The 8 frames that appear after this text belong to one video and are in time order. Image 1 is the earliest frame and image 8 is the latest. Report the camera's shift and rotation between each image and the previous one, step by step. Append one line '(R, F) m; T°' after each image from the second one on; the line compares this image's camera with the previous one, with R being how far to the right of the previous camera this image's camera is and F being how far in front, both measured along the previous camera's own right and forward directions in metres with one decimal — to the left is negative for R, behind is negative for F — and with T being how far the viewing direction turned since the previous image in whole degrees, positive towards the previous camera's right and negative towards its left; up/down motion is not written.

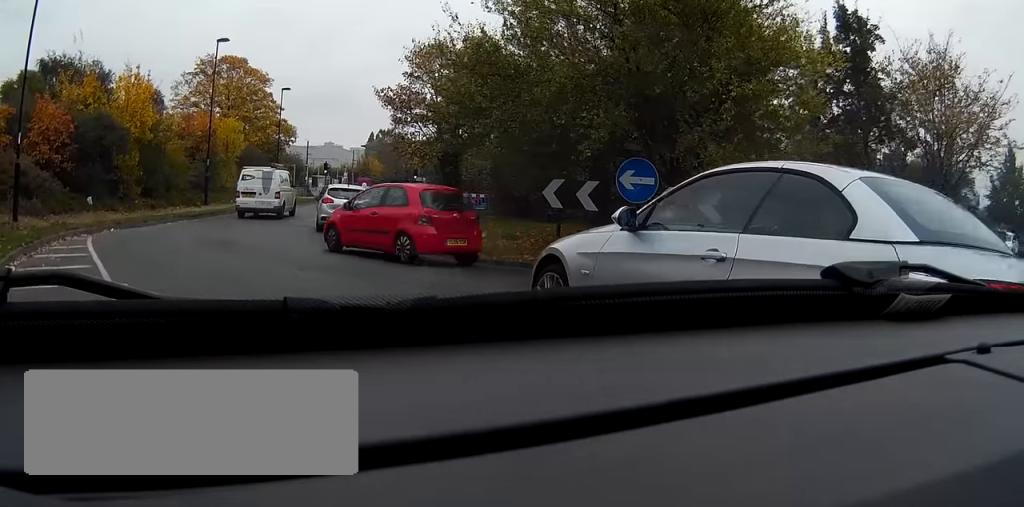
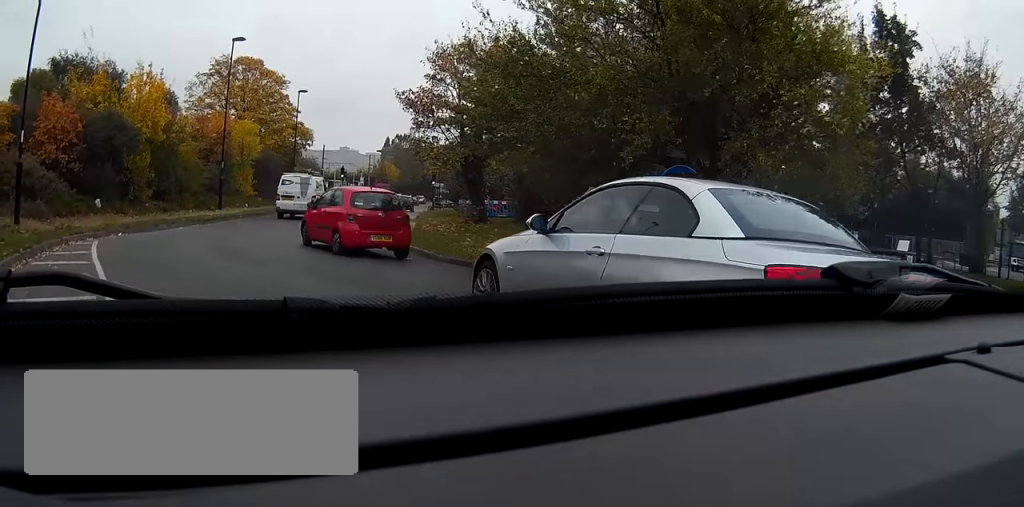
(0.0, +1.2) m; -3°
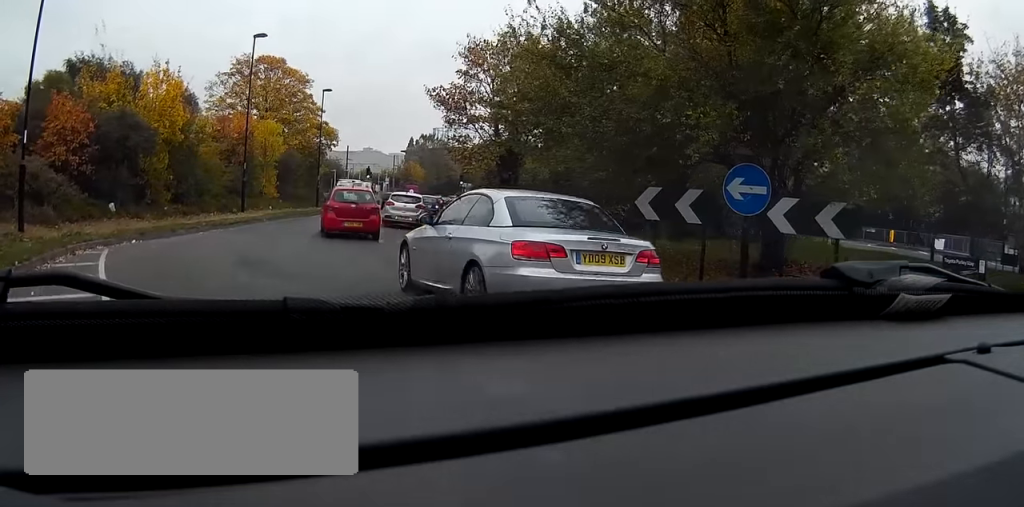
(-0.2, +1.7) m; -5°
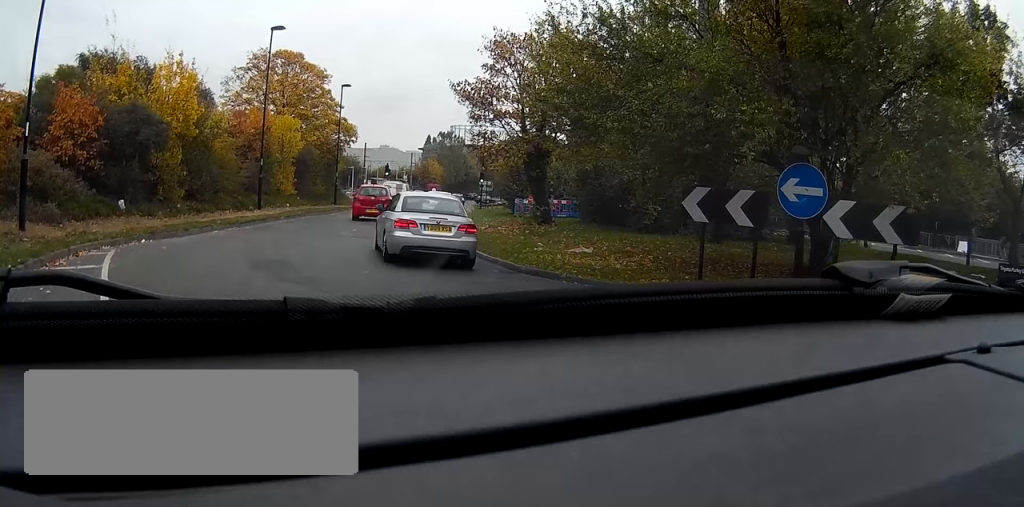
(0.0, +1.4) m; -1°
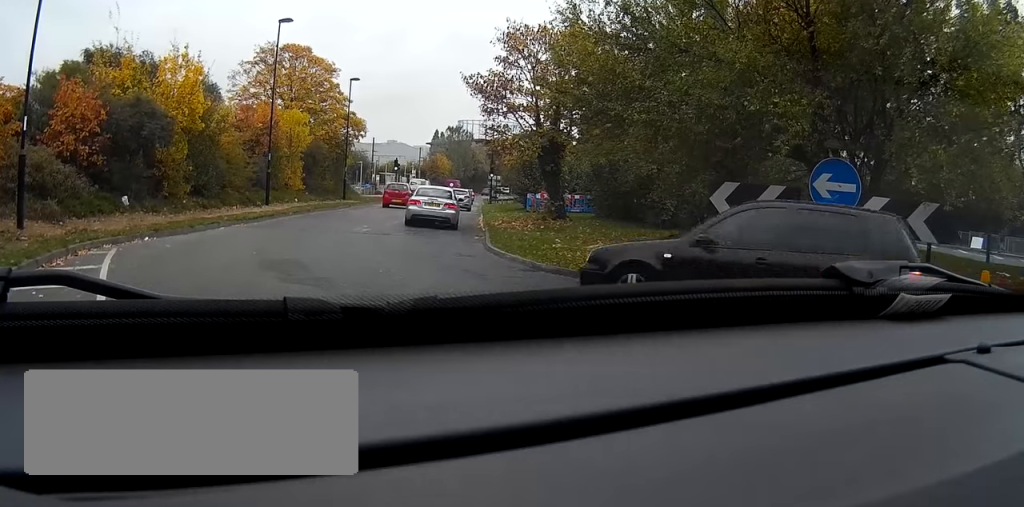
(0.0, +0.9) m; 0°
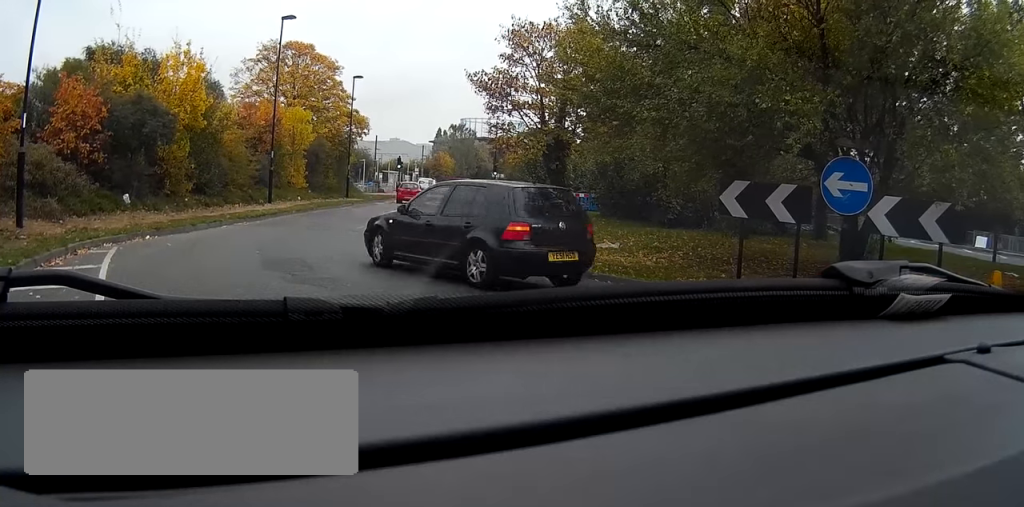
(0.0, +0.4) m; 0°
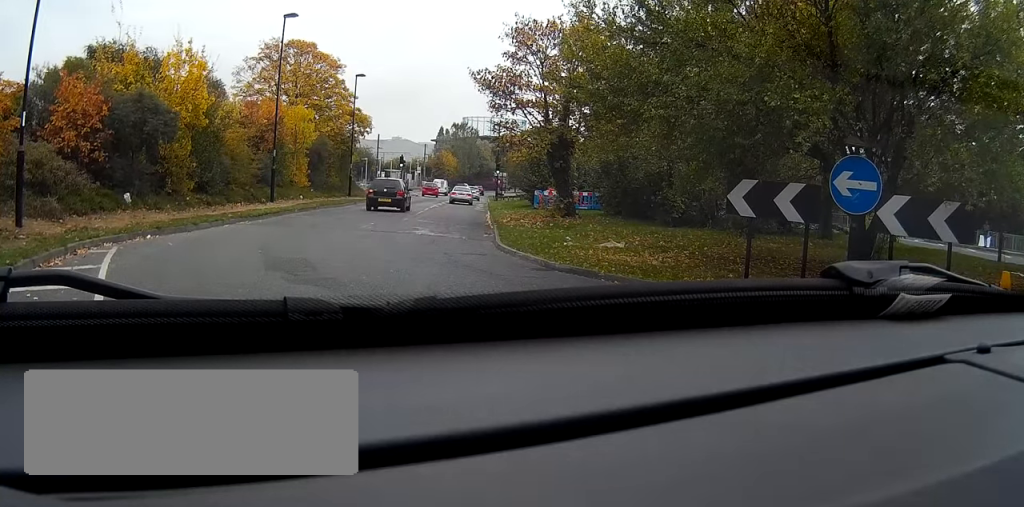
(0.0, +0.6) m; 0°
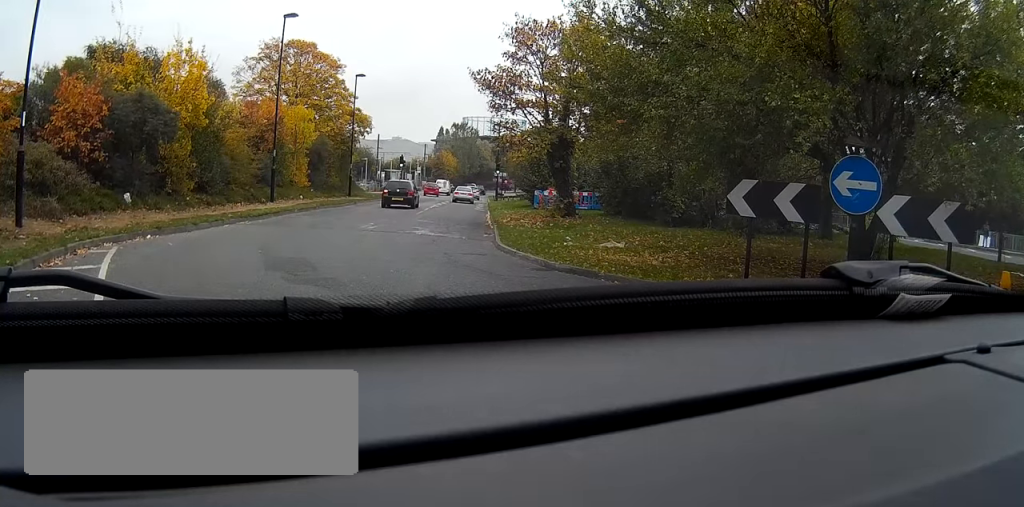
(0.0, 0.0) m; 0°
